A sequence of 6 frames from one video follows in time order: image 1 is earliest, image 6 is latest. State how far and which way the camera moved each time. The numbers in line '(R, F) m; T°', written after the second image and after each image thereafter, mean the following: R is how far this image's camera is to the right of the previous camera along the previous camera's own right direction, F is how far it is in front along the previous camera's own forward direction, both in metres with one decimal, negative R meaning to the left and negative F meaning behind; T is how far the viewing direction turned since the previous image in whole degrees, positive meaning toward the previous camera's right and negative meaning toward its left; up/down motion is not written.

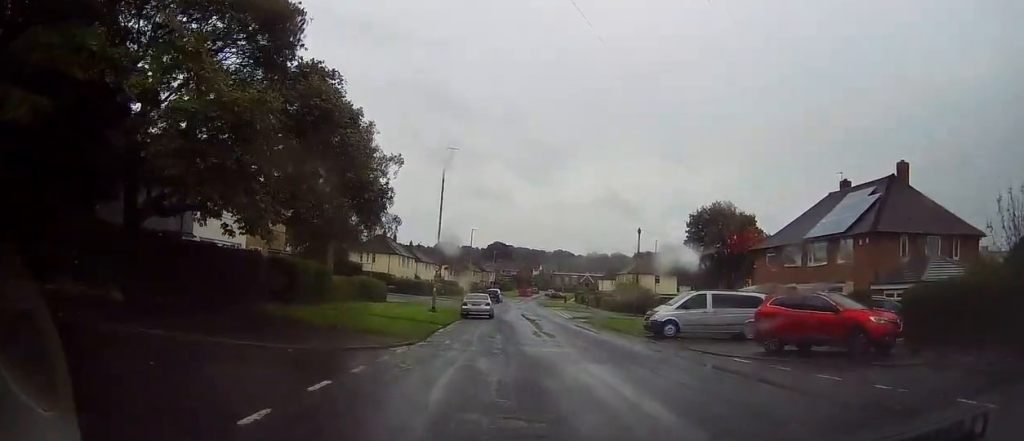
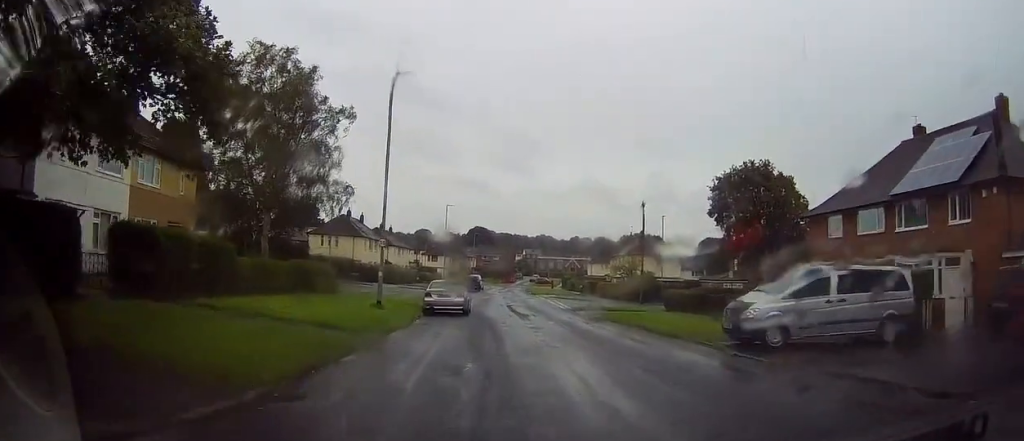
(-0.3, +11.5) m; -1°
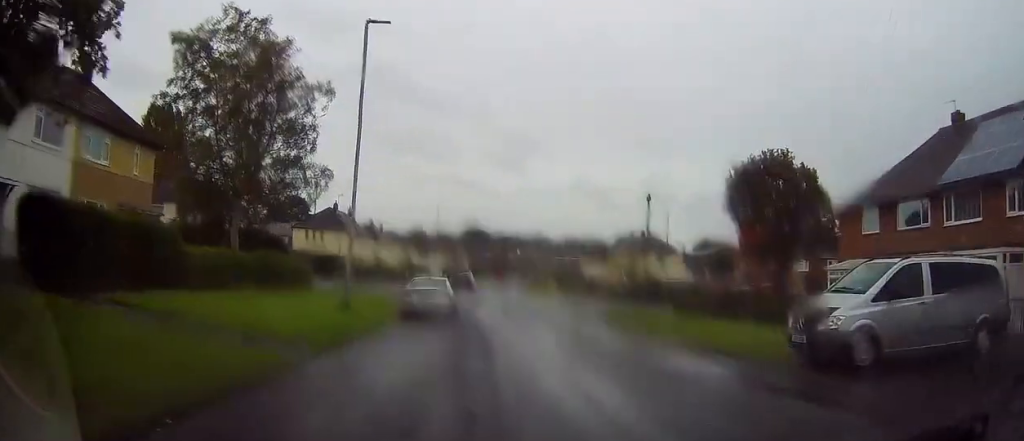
(+0.1, +4.2) m; +1°
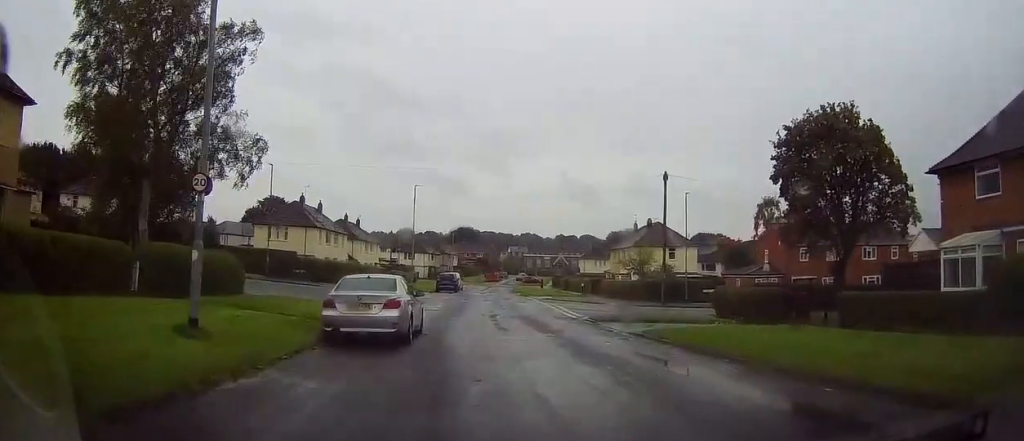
(+0.2, +9.6) m; +4°
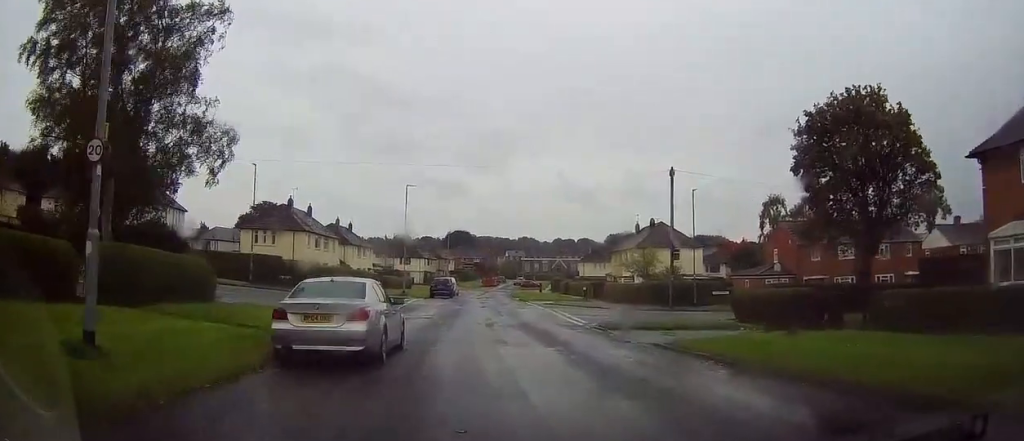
(+0.1, +2.8) m; 0°
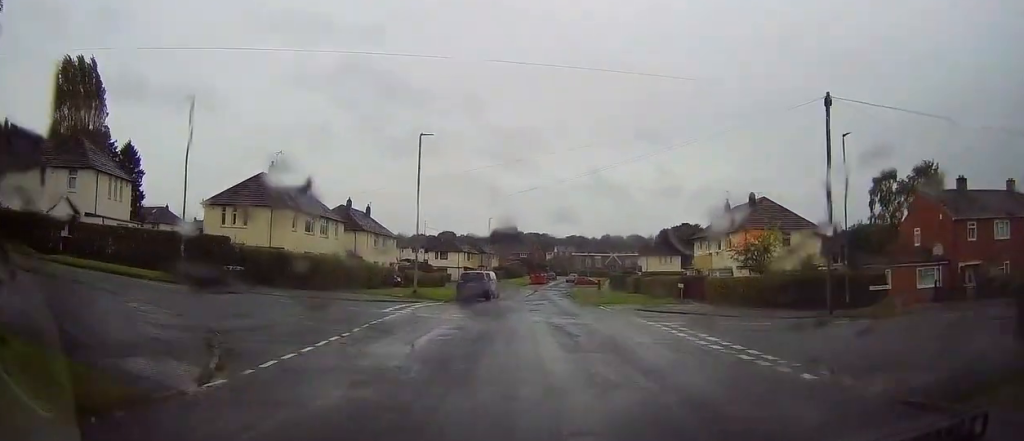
(-1.7, +16.8) m; -7°
